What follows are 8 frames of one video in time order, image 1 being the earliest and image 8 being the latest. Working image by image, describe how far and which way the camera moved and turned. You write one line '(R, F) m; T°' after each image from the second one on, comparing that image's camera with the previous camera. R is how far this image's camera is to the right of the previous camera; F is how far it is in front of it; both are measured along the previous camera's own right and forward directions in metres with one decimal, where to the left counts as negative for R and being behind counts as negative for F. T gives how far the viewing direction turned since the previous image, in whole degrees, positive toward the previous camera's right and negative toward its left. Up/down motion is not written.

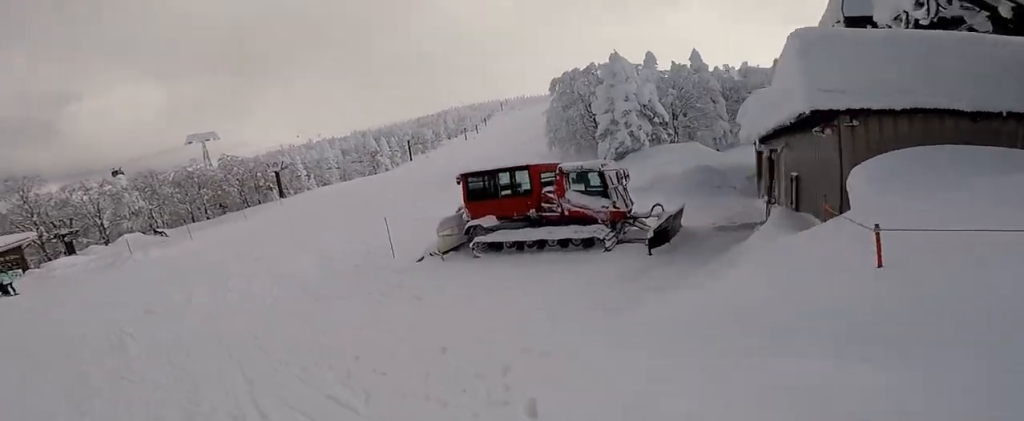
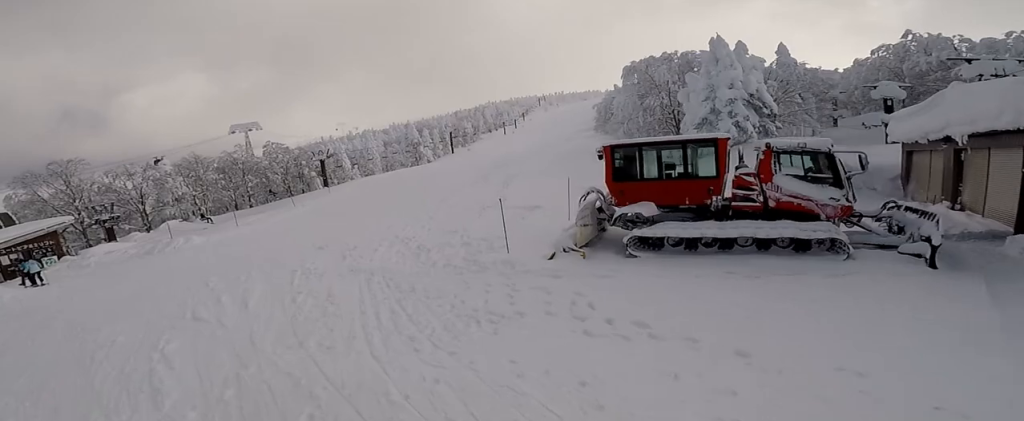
(0.0, +4.1) m; 0°
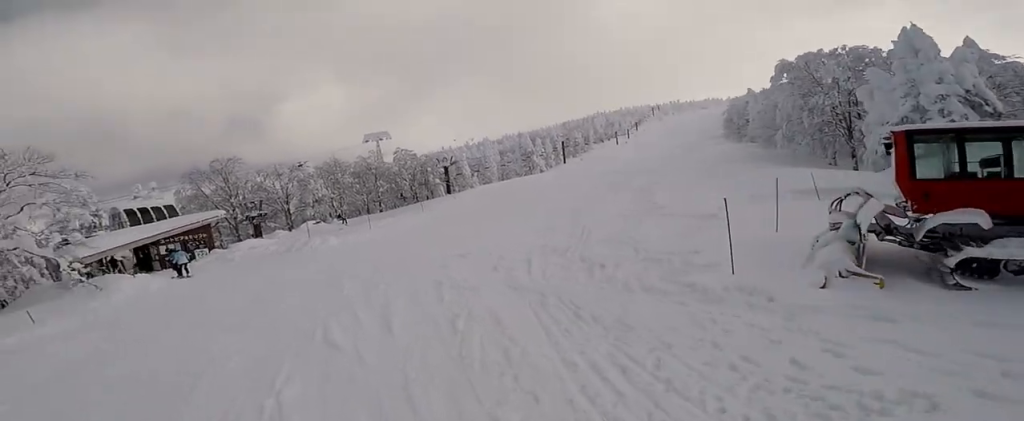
(-0.2, +3.0) m; 0°
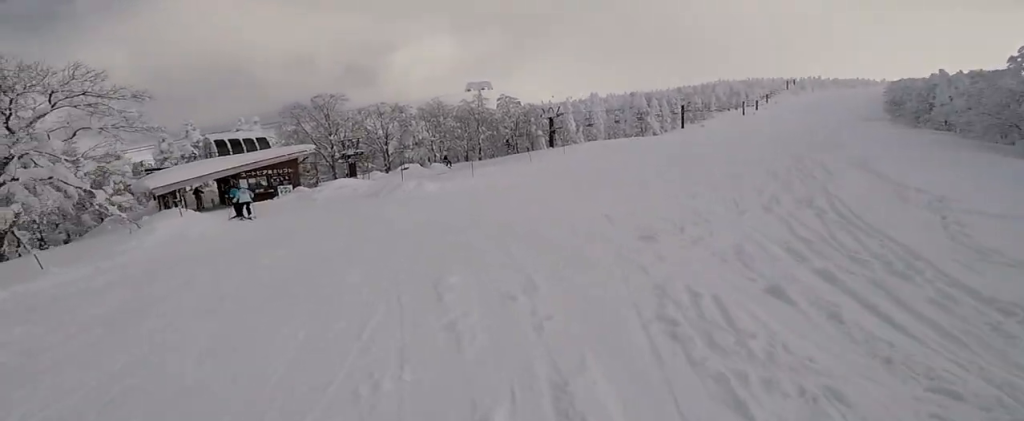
(+0.1, +5.2) m; +2°
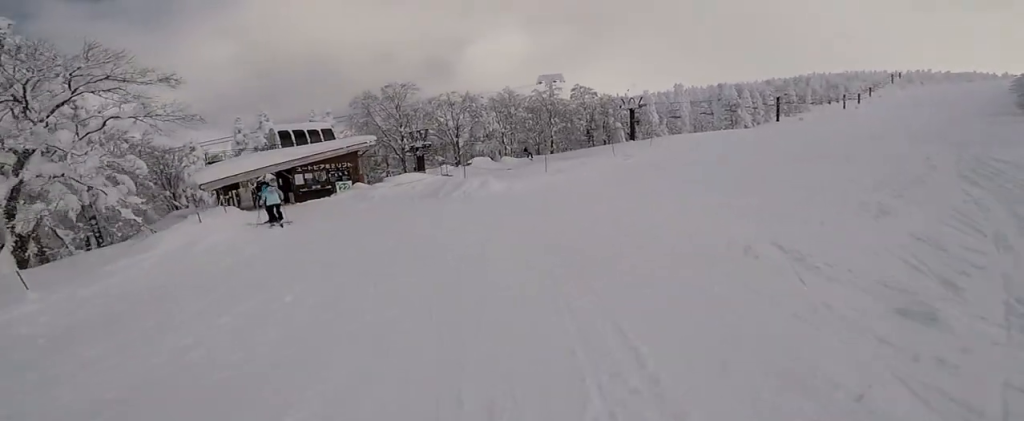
(+0.1, +3.3) m; +2°
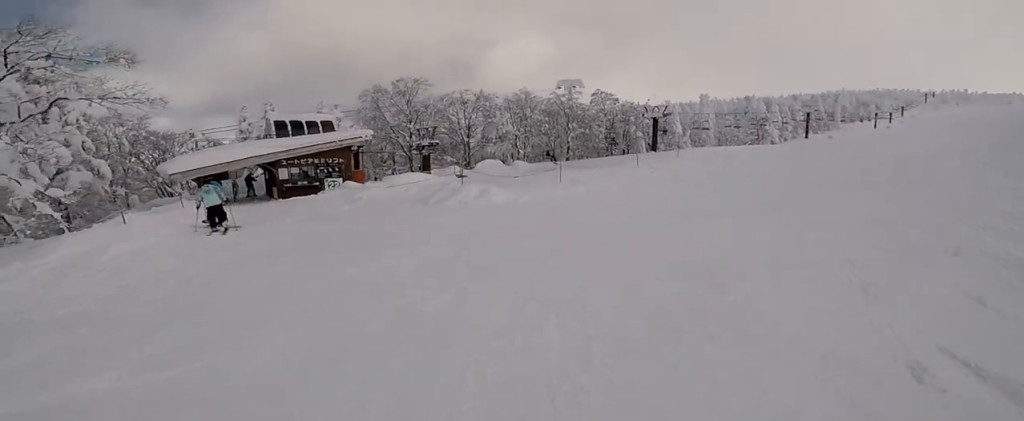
(0.0, +2.5) m; -9°
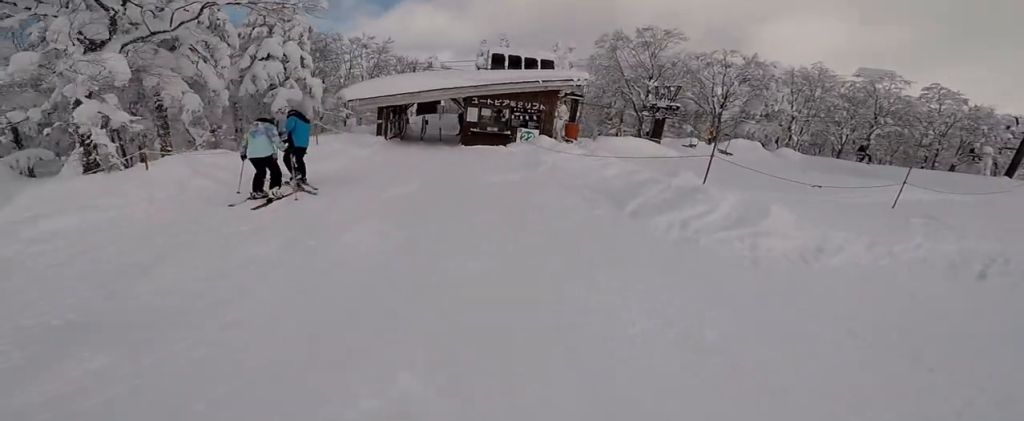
(-1.1, +5.2) m; -23°
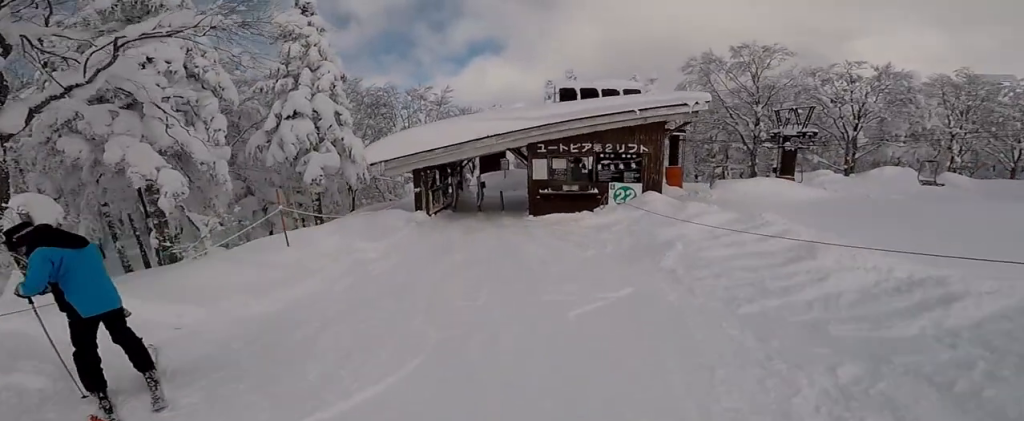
(-0.7, +5.6) m; -9°
